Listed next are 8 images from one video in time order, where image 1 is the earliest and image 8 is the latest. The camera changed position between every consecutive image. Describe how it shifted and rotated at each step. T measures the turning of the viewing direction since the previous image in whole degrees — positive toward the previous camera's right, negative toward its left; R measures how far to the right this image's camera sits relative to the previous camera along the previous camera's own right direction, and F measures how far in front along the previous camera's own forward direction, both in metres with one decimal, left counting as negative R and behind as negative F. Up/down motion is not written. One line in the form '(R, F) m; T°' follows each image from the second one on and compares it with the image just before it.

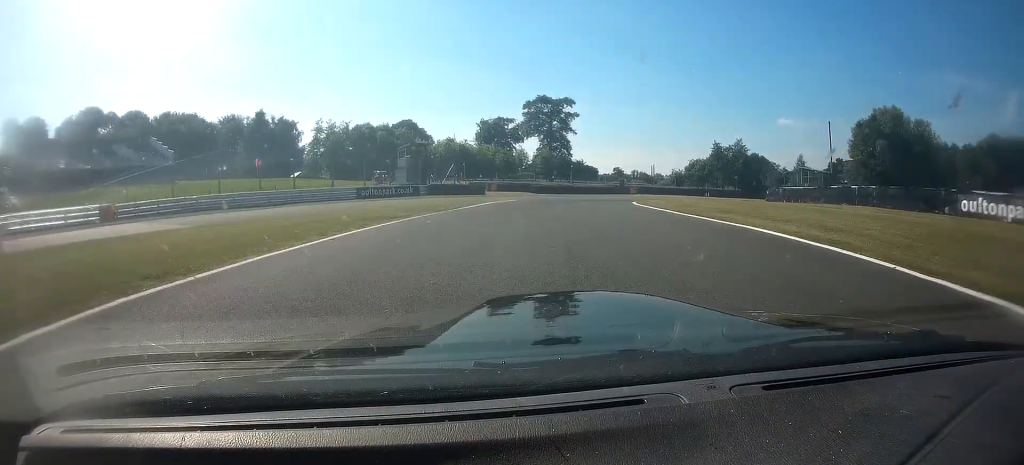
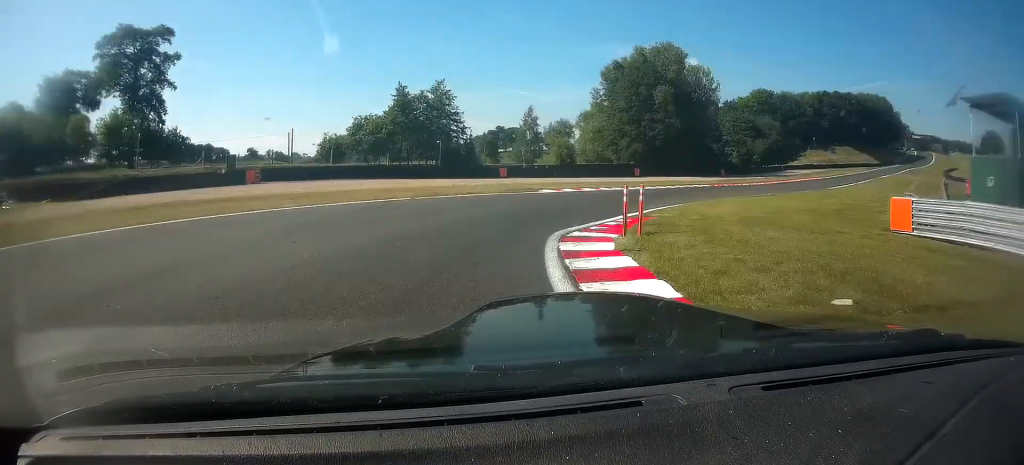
(+1.1, +40.3) m; +10°
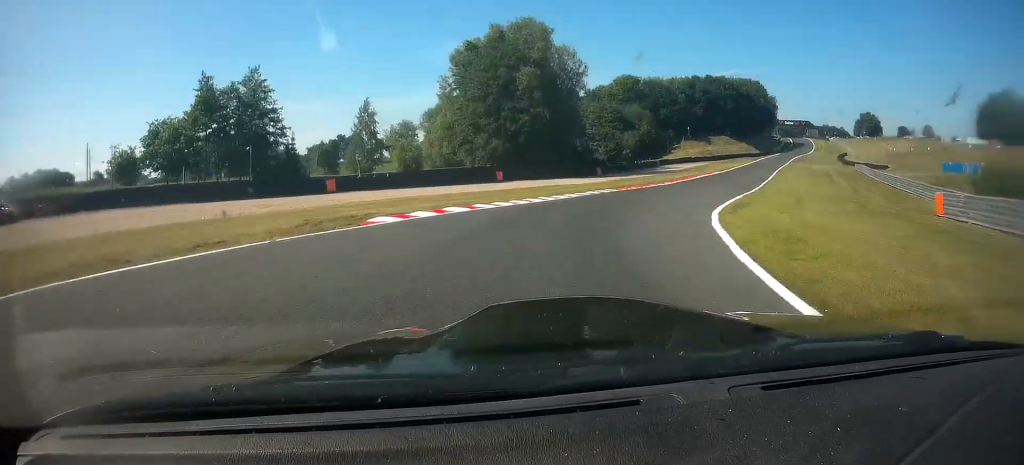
(+0.7, +12.2) m; +5°
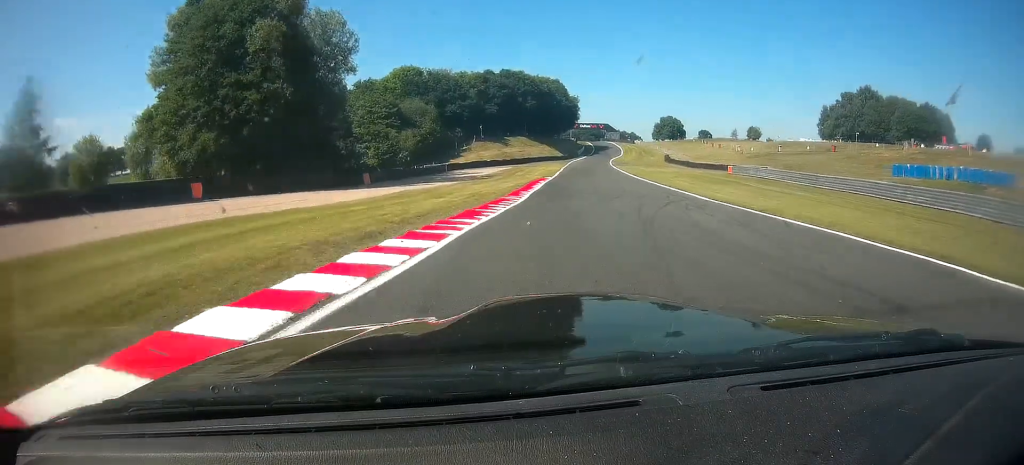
(+1.5, +20.8) m; +6°
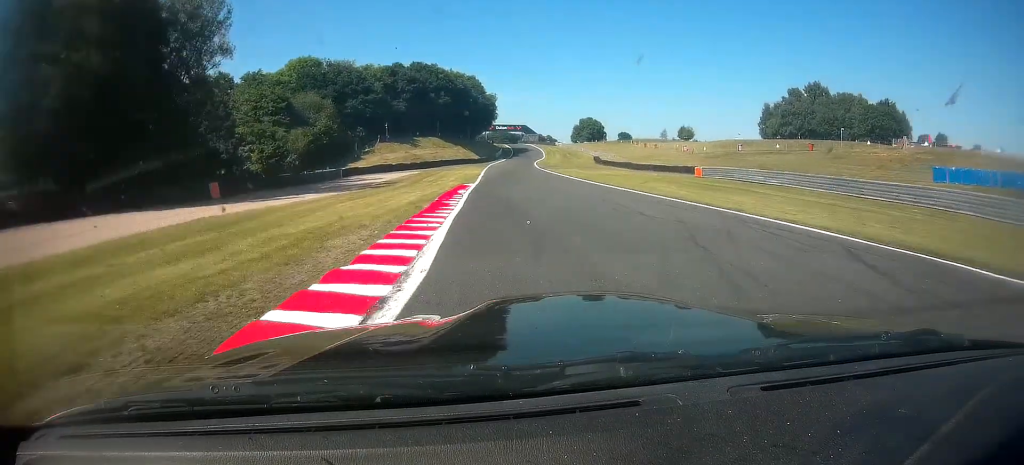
(-0.3, +10.4) m; +3°
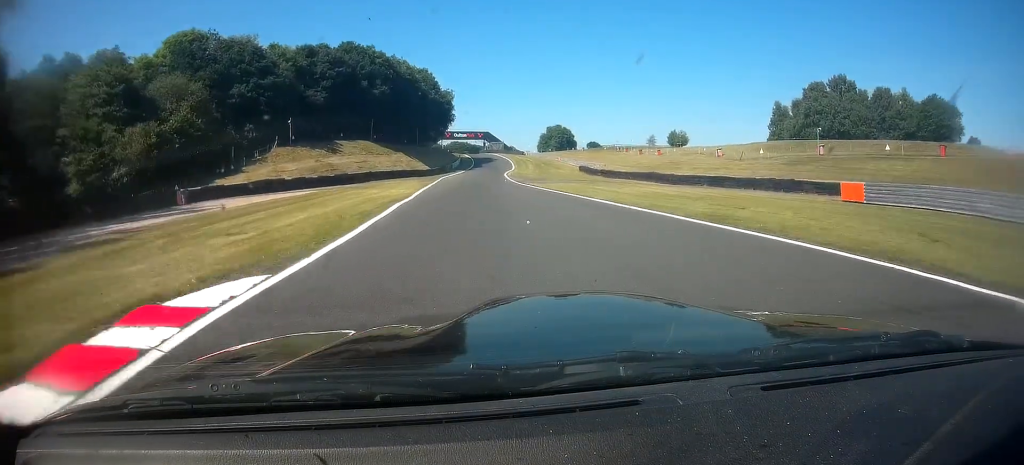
(+2.4, +19.3) m; +17°
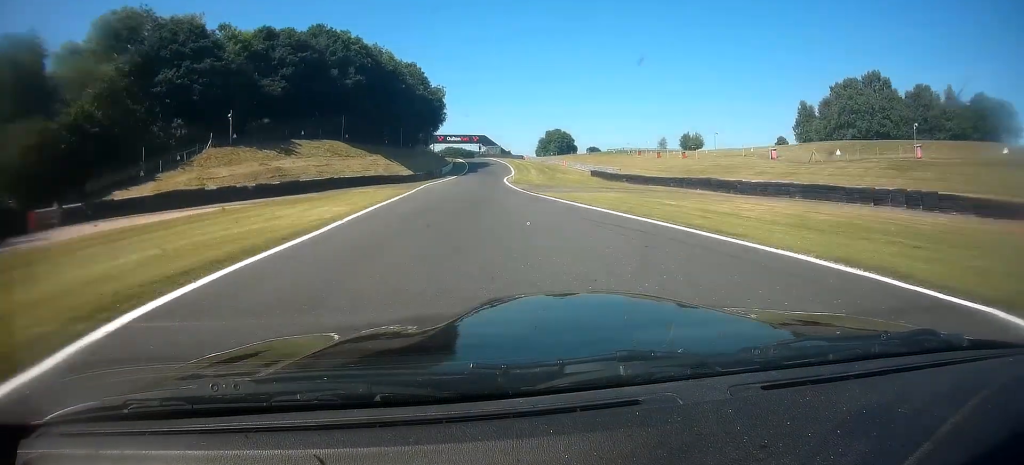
(+0.8, +9.8) m; +10°
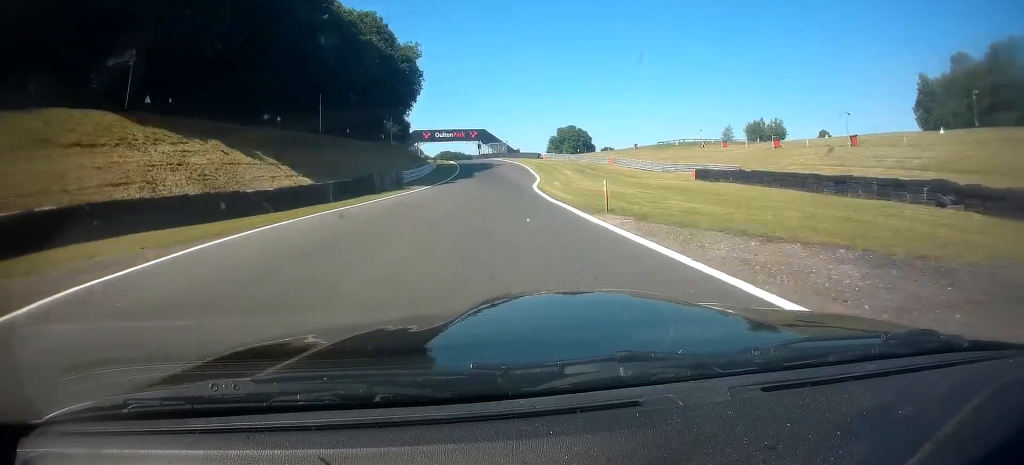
(+6.0, +31.3) m; +9°
